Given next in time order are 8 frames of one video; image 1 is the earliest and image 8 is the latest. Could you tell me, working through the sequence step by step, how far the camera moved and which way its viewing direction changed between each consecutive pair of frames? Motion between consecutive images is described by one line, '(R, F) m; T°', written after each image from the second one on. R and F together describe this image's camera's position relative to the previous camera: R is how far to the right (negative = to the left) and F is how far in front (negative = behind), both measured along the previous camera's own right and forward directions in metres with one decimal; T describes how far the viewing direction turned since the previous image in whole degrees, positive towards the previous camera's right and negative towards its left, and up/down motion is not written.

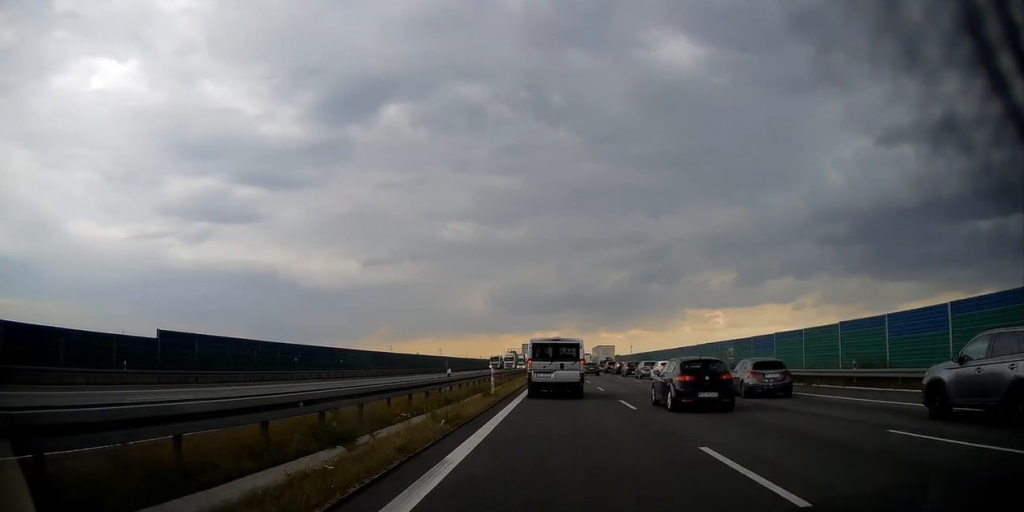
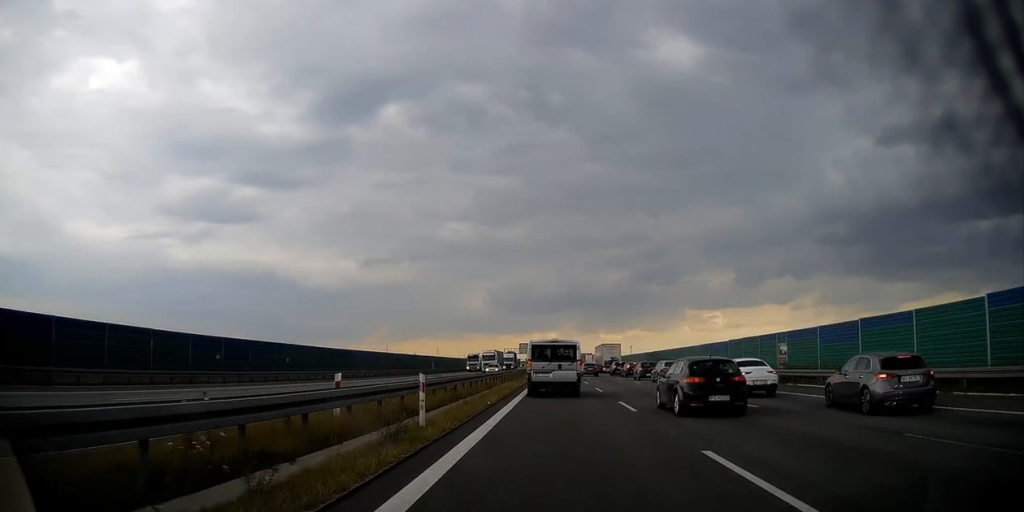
(-0.2, +11.9) m; -1°
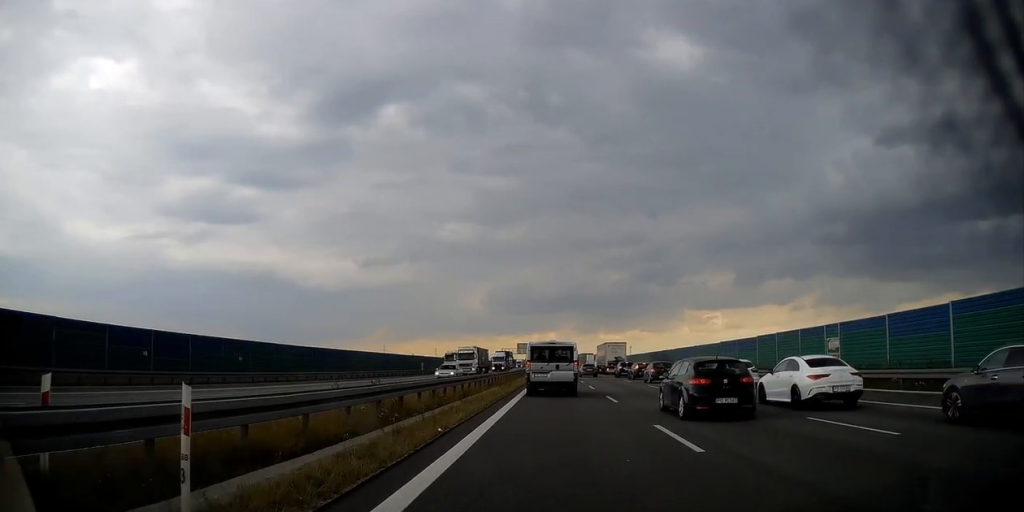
(-0.1, +7.6) m; 0°
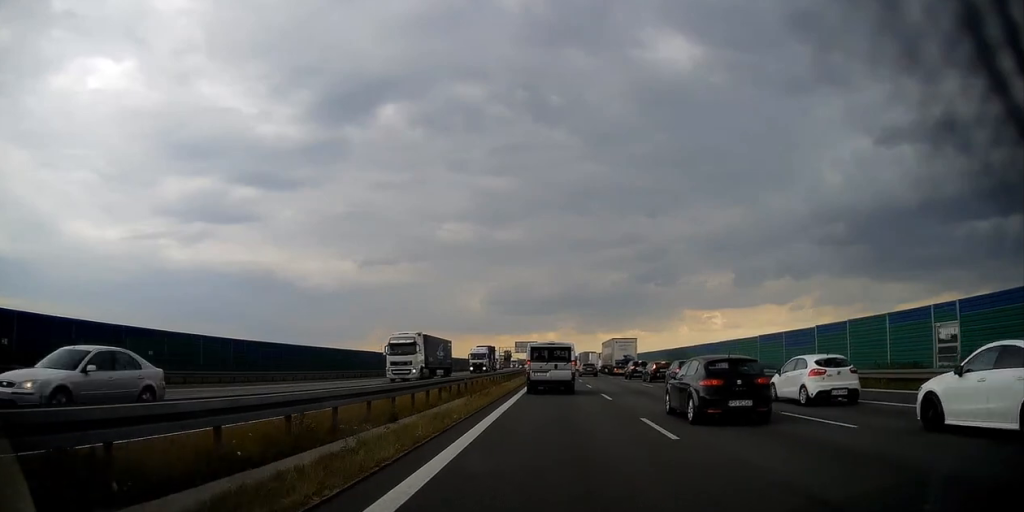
(+0.2, +10.4) m; +1°
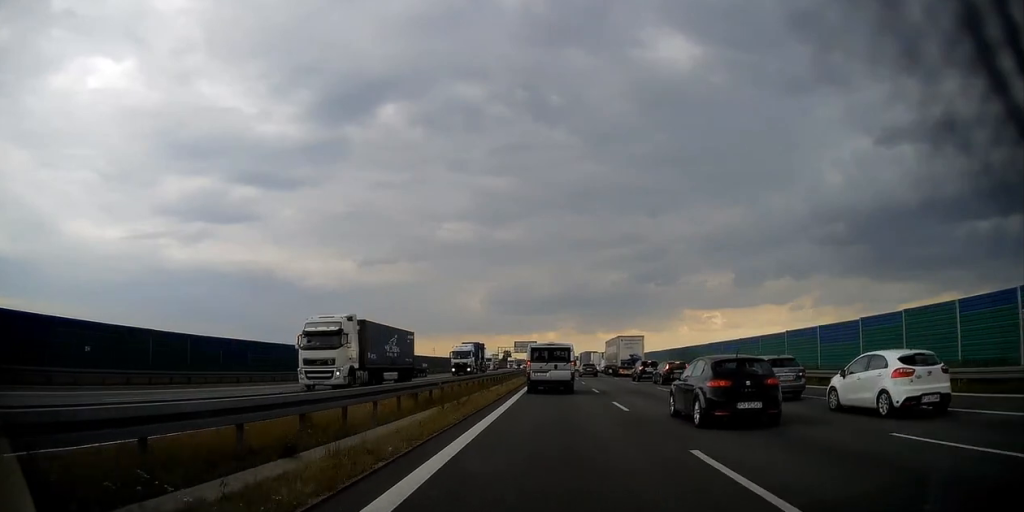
(0.0, +5.4) m; 0°
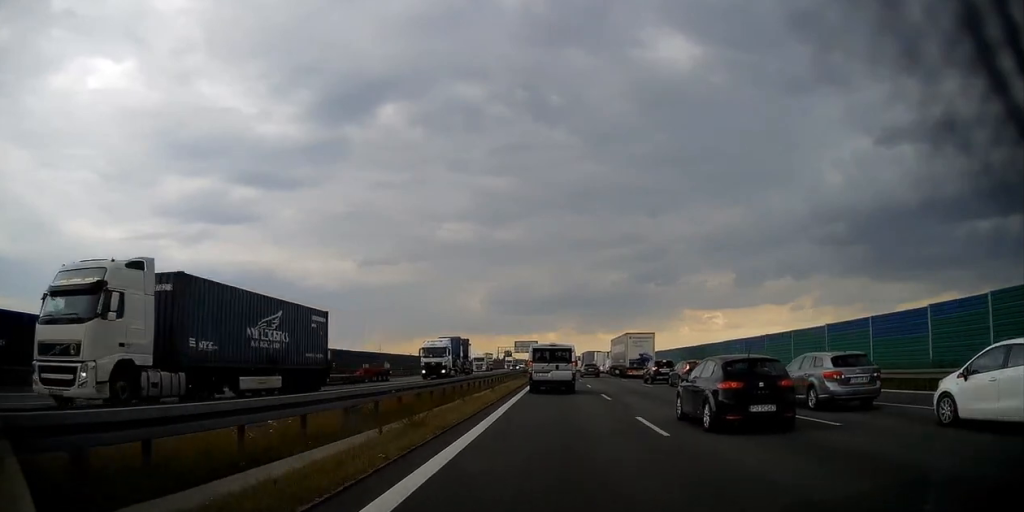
(0.0, +5.9) m; 0°
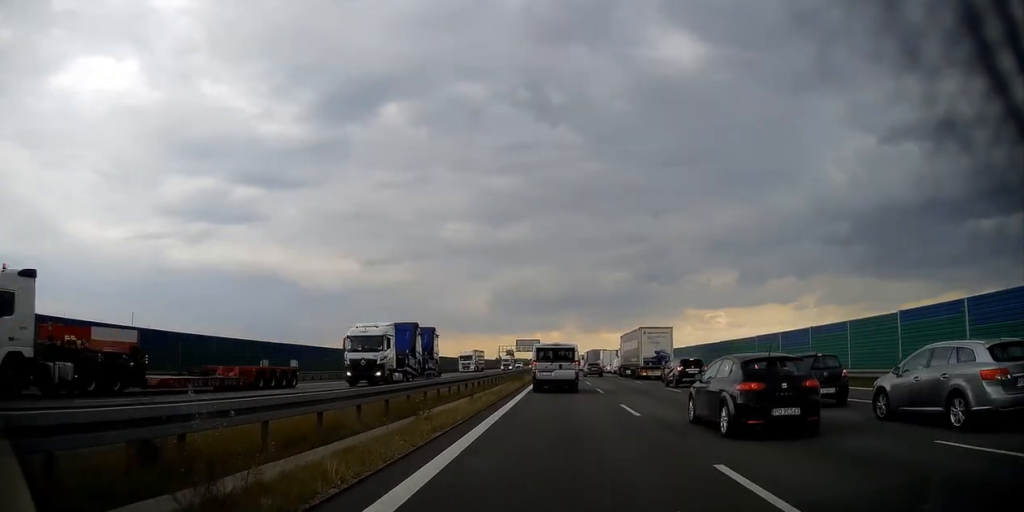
(0.0, +7.5) m; 0°
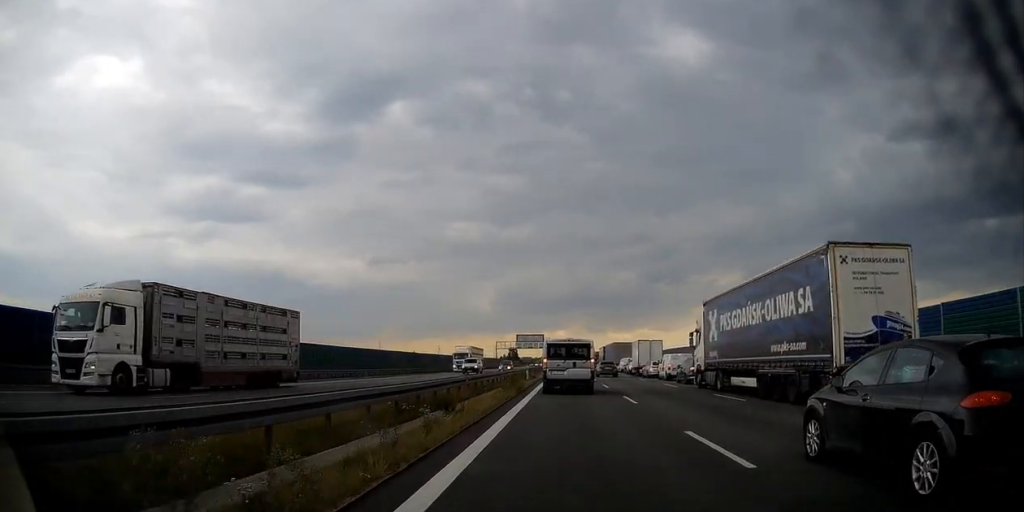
(-0.2, +31.5) m; -1°
